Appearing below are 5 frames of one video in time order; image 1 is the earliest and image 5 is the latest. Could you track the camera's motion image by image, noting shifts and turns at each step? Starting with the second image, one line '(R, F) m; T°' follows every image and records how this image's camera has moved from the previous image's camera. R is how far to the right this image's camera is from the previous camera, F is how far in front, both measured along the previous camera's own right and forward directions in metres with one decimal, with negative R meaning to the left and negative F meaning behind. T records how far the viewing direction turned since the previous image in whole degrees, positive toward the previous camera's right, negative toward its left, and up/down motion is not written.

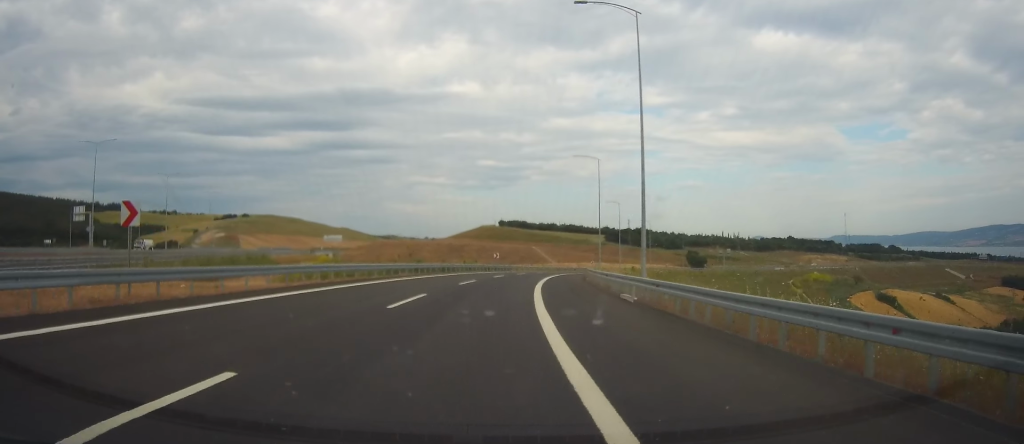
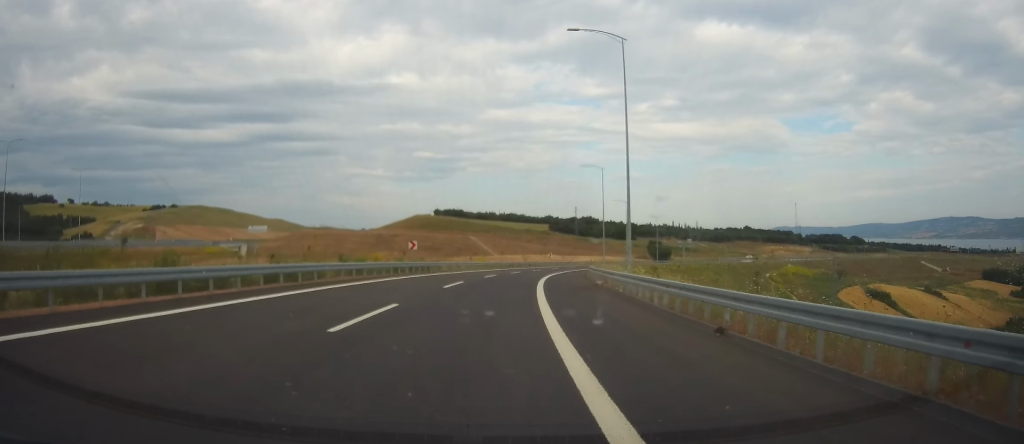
(+1.0, +38.9) m; +5°
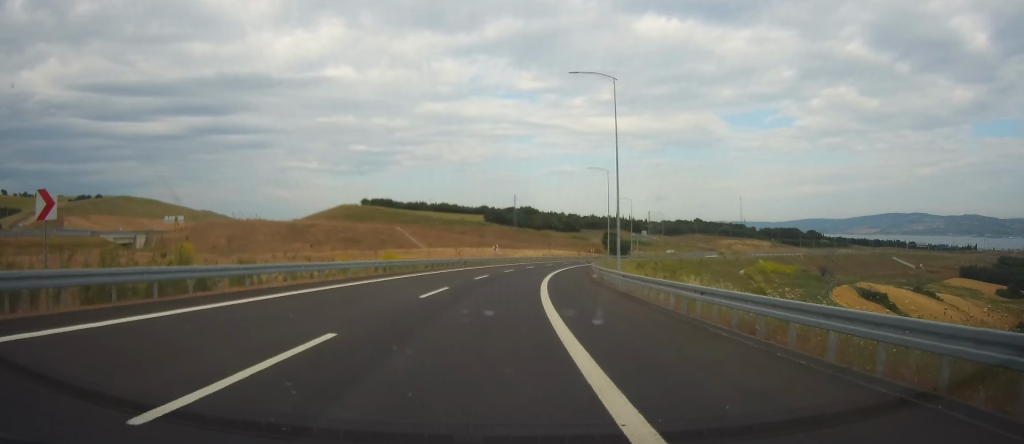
(+2.7, +39.7) m; +6°
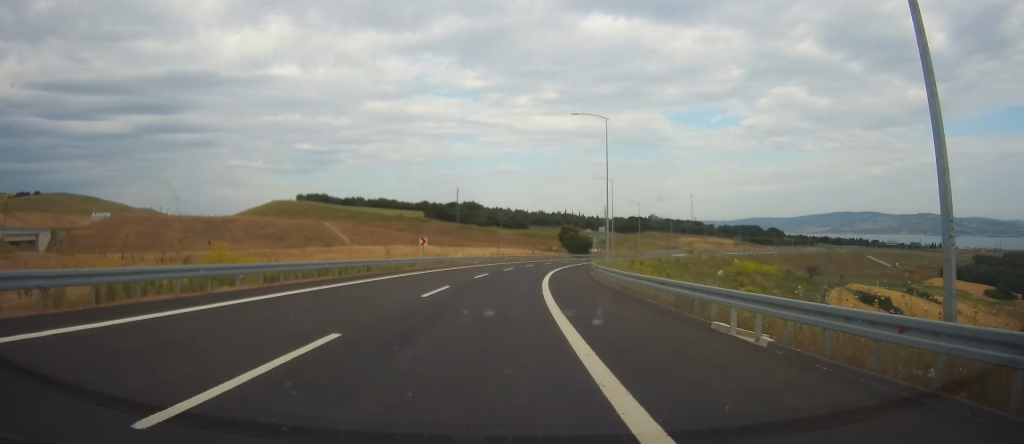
(+0.8, +33.1) m; +4°
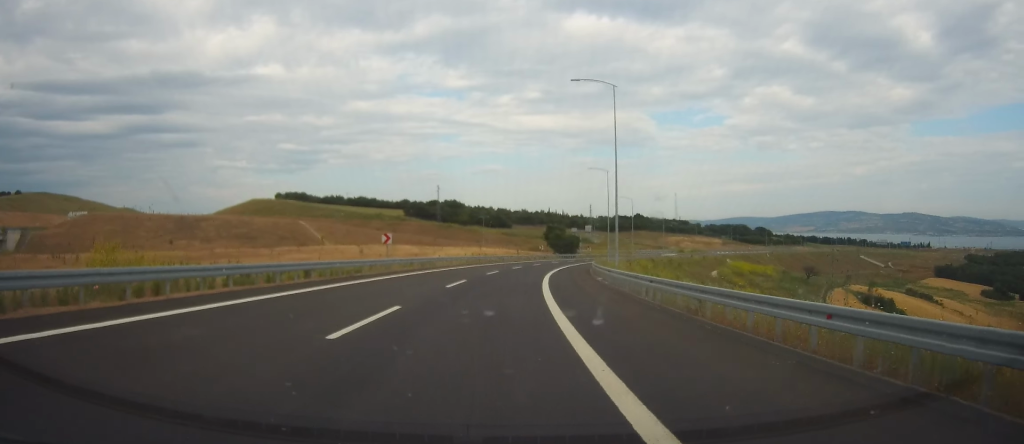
(+0.3, +9.8) m; +2°
